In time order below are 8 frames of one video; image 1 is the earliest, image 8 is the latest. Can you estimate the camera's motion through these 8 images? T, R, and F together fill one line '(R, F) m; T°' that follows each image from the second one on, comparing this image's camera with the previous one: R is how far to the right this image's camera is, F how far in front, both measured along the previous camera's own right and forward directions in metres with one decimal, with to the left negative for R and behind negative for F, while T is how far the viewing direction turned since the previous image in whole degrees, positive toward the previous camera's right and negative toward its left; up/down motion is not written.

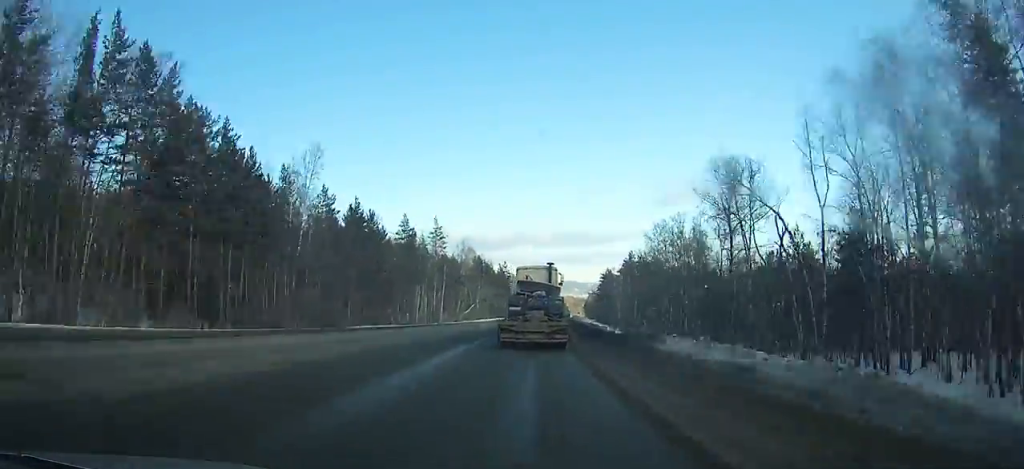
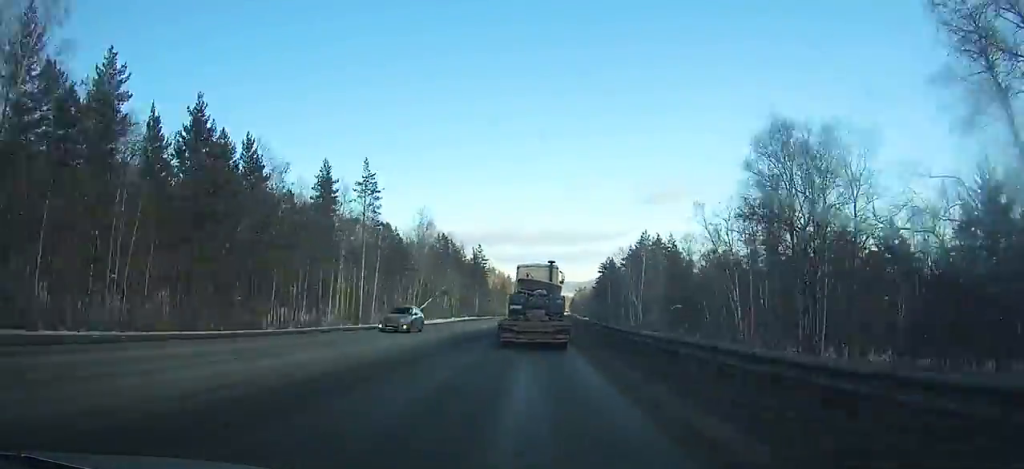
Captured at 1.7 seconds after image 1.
(+0.7, +37.3) m; +1°
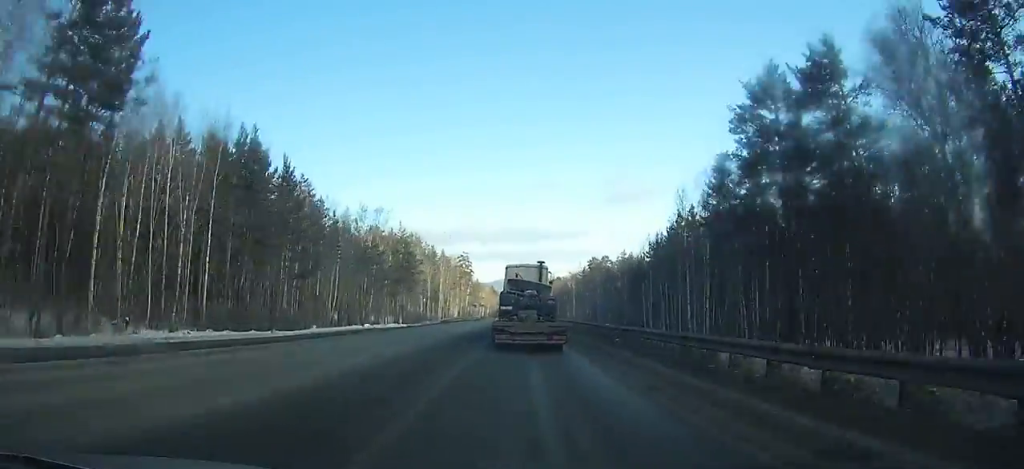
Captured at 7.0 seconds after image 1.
(+3.9, +117.7) m; +3°
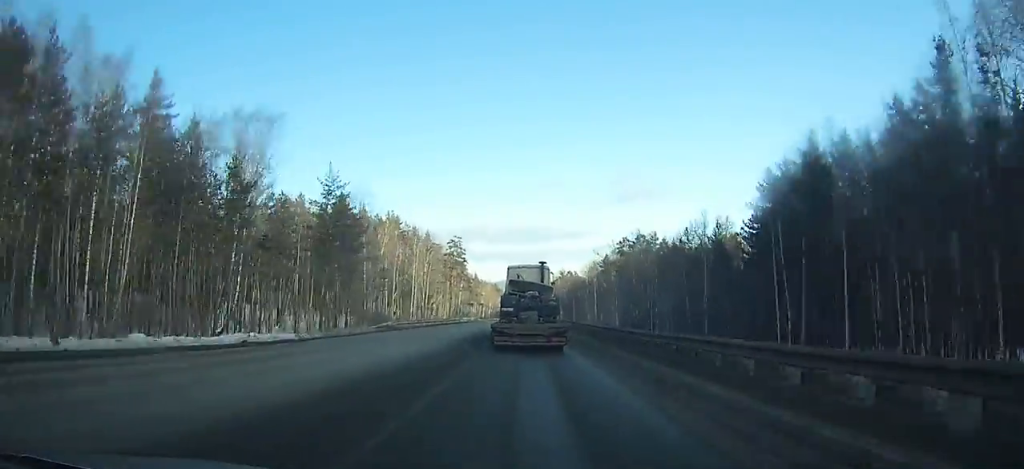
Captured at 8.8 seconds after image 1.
(+0.1, +40.3) m; 0°
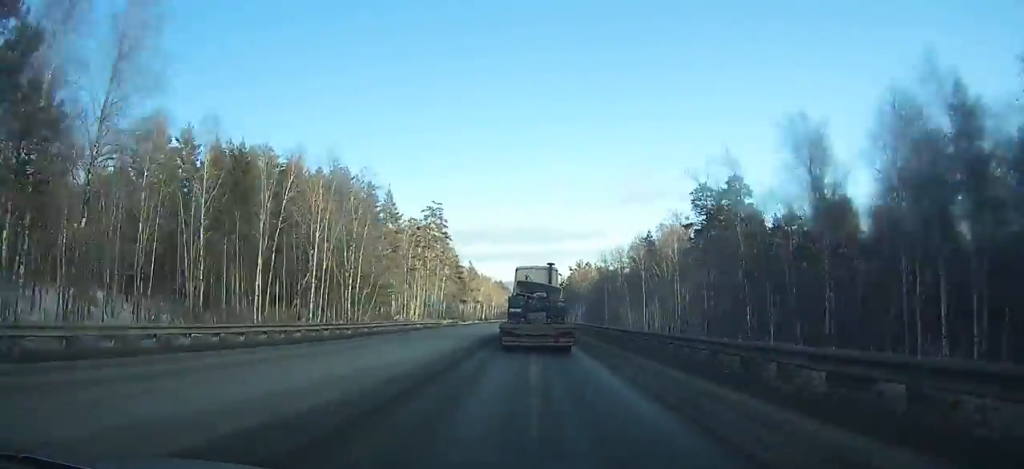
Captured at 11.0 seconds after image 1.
(0.0, +49.0) m; 0°
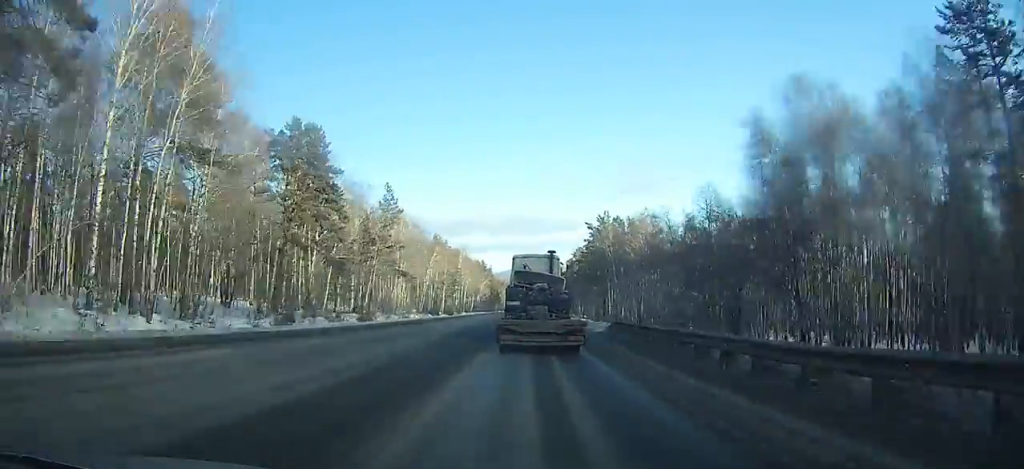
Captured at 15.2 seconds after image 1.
(0.0, +92.3) m; 0°
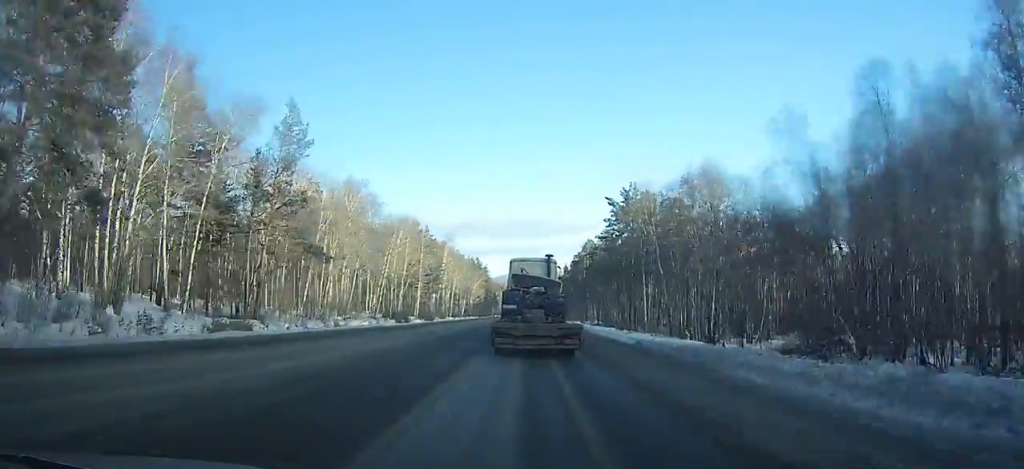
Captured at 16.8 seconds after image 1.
(0.0, +34.4) m; 0°
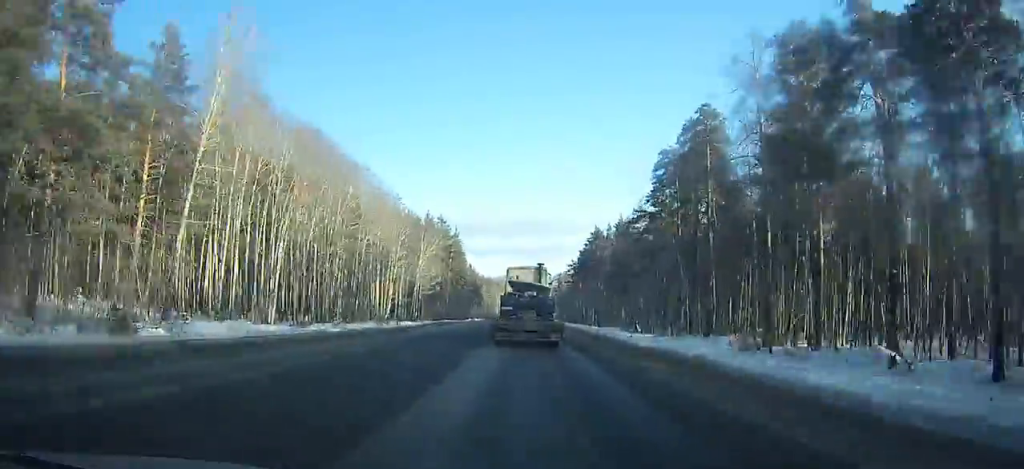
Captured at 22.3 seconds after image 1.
(+0.5, +118.7) m; +1°
